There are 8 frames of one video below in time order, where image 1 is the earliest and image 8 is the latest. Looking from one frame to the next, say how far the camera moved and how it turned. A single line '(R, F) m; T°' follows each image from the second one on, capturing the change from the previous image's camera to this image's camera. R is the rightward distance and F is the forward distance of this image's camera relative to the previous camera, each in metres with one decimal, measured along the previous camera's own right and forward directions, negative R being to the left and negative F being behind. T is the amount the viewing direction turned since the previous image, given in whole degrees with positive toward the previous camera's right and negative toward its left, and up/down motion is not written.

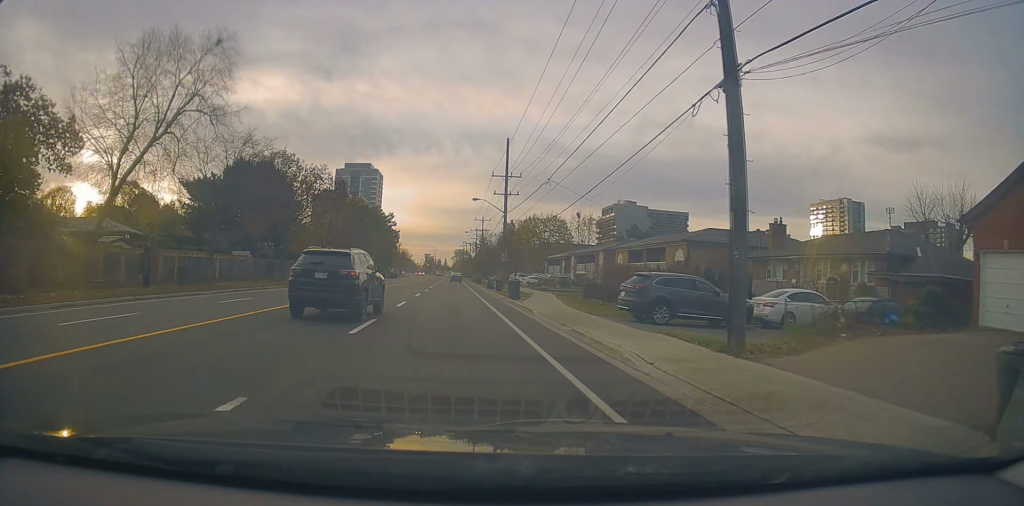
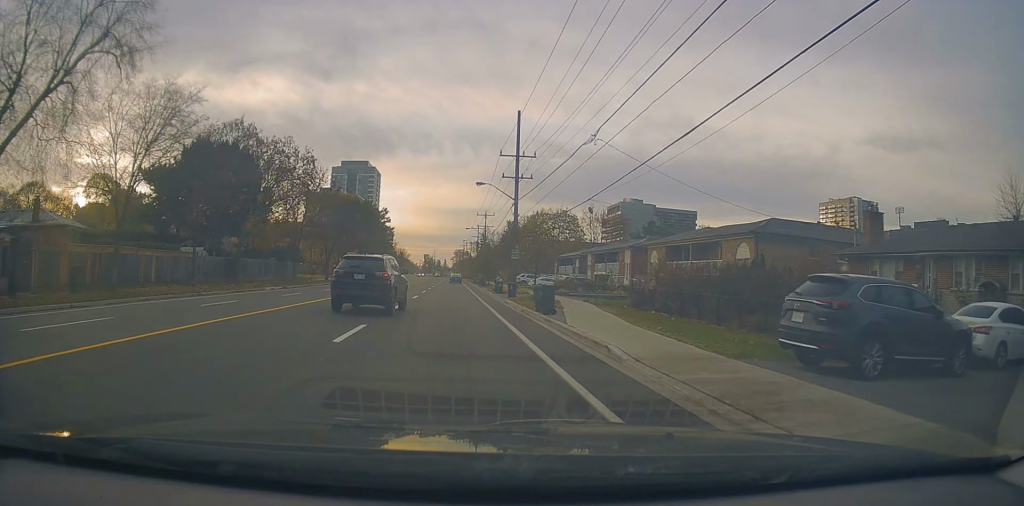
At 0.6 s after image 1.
(-0.2, +10.6) m; -1°
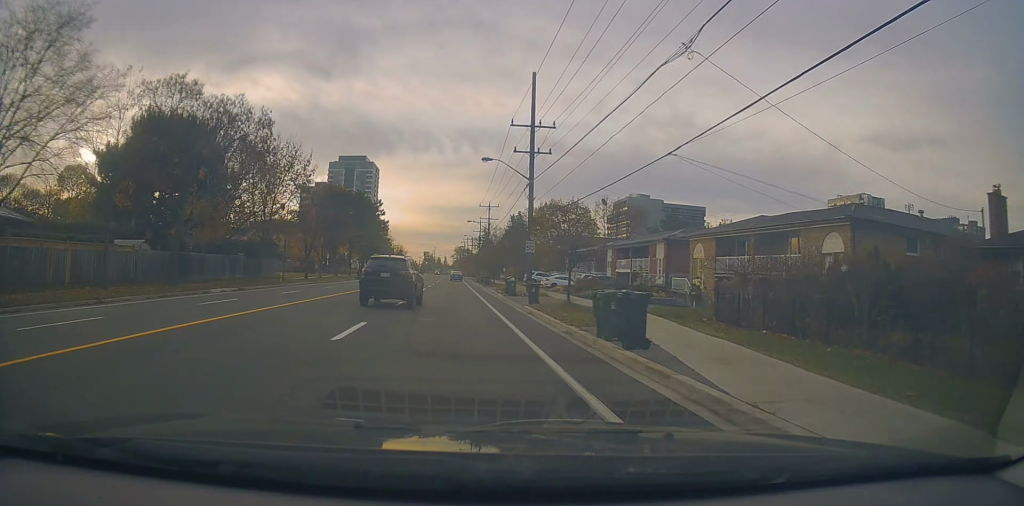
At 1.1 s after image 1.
(-0.2, +8.6) m; -1°
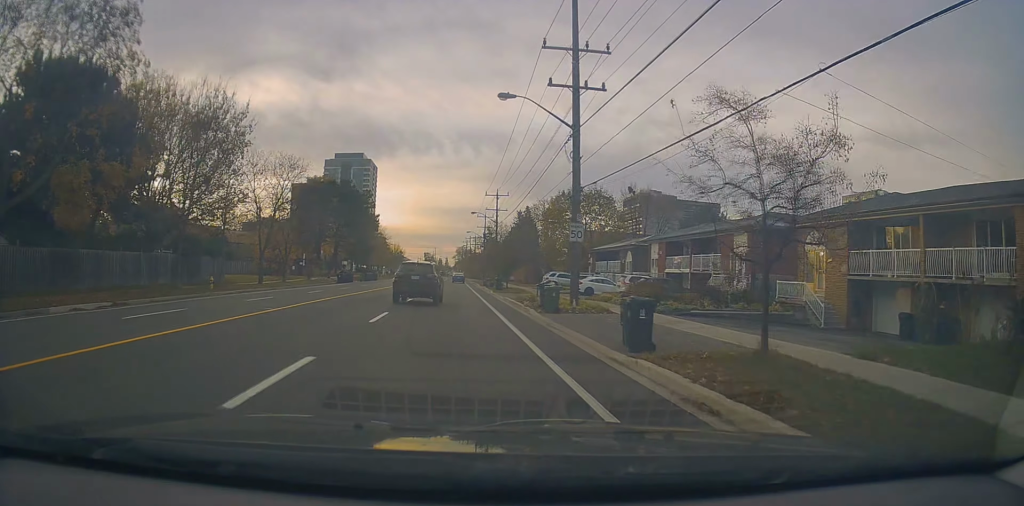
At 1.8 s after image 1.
(+0.1, +14.0) m; +1°
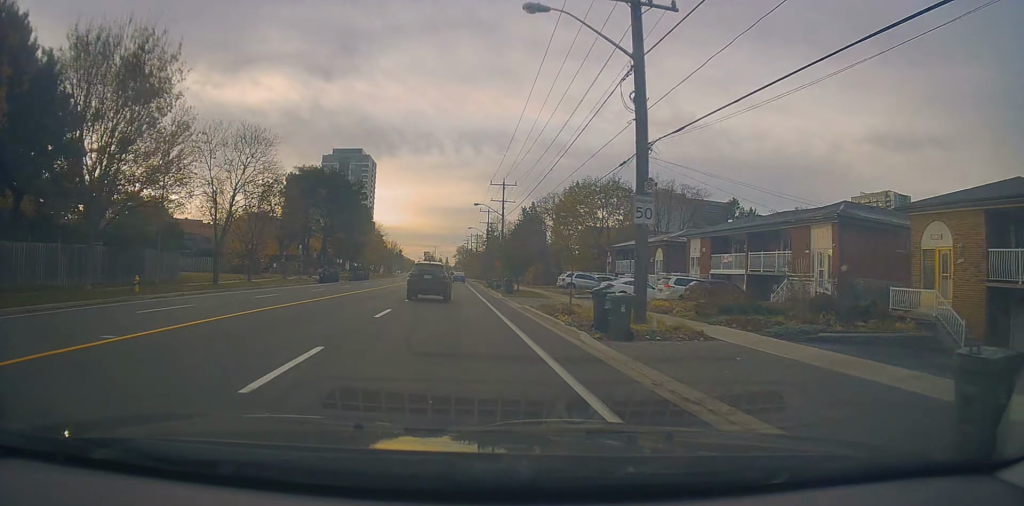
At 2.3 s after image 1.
(0.0, +8.3) m; 0°
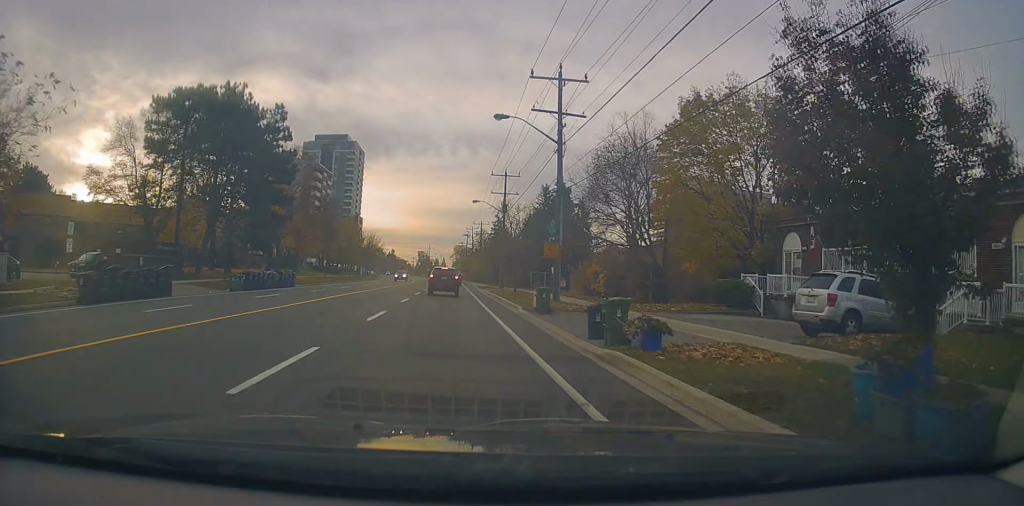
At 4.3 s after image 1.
(0.0, +36.4) m; 0°
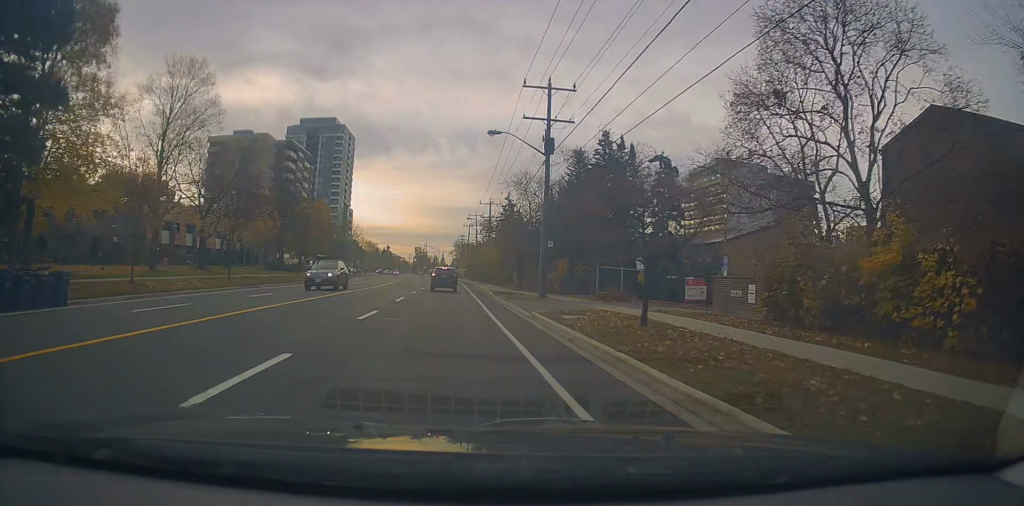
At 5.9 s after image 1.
(-0.2, +27.8) m; 0°
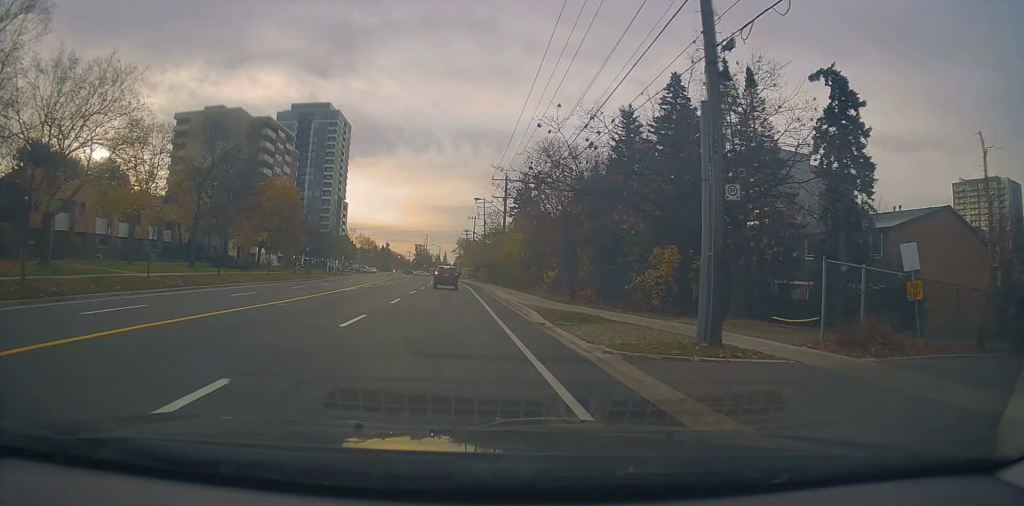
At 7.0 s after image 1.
(+0.3, +20.3) m; 0°
